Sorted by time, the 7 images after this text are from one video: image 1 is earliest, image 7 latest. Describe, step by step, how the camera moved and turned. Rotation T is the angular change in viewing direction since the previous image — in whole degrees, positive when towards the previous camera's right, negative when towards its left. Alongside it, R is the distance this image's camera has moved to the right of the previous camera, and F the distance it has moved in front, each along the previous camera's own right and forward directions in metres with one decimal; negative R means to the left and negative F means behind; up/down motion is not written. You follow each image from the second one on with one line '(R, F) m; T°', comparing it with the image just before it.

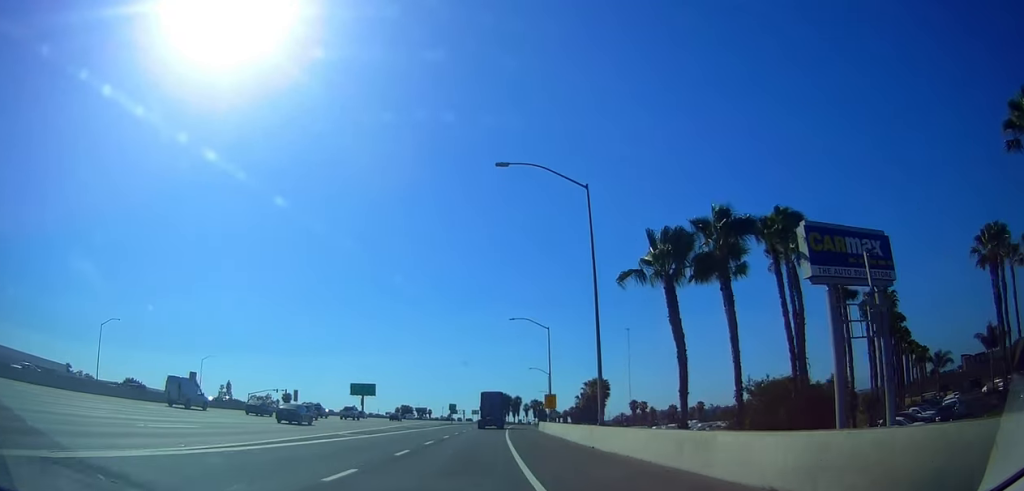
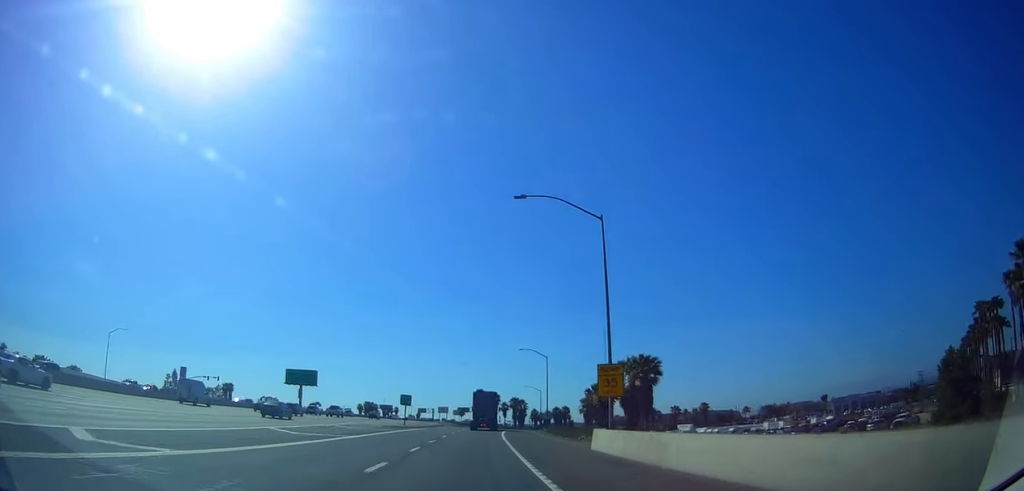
(+0.8, +35.6) m; +2°
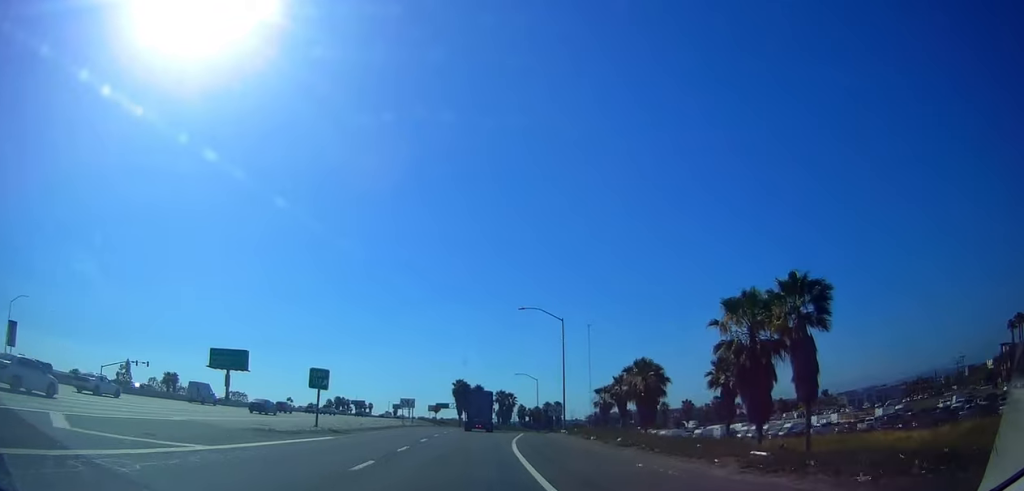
(+0.5, +30.4) m; +3°
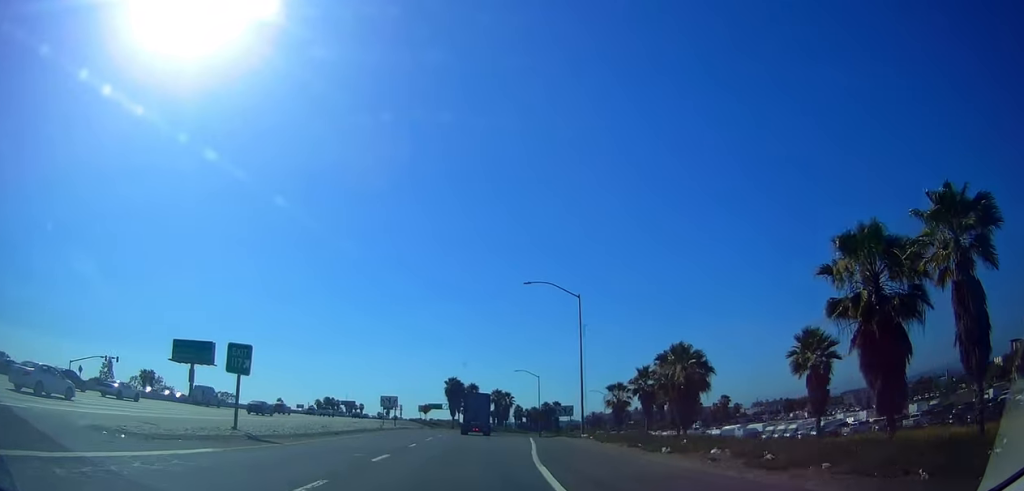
(+0.2, +11.5) m; +1°
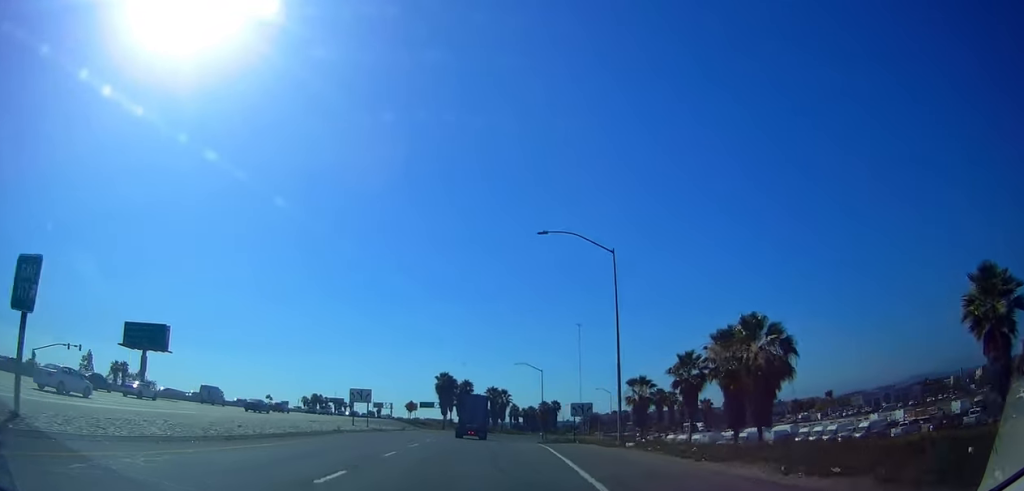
(+0.3, +12.8) m; +1°
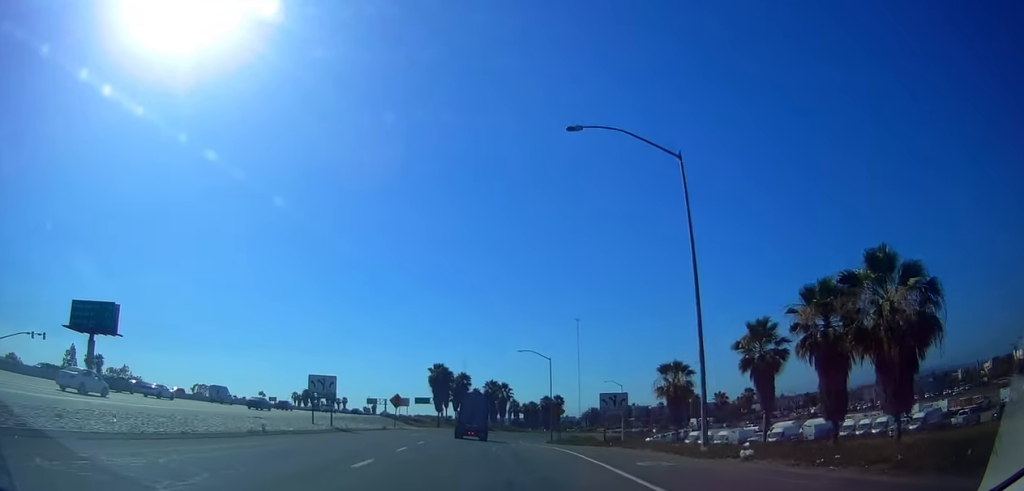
(0.0, +11.8) m; 0°
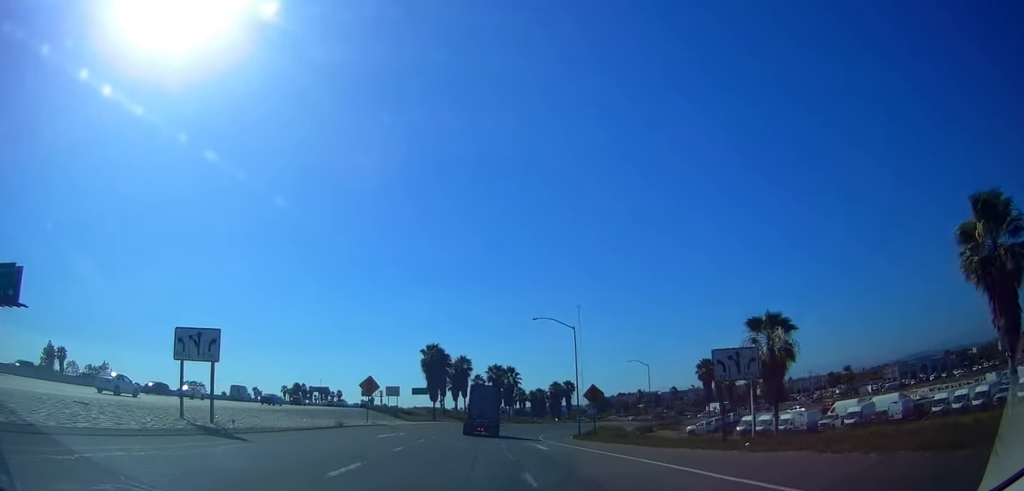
(0.0, +18.0) m; 0°
